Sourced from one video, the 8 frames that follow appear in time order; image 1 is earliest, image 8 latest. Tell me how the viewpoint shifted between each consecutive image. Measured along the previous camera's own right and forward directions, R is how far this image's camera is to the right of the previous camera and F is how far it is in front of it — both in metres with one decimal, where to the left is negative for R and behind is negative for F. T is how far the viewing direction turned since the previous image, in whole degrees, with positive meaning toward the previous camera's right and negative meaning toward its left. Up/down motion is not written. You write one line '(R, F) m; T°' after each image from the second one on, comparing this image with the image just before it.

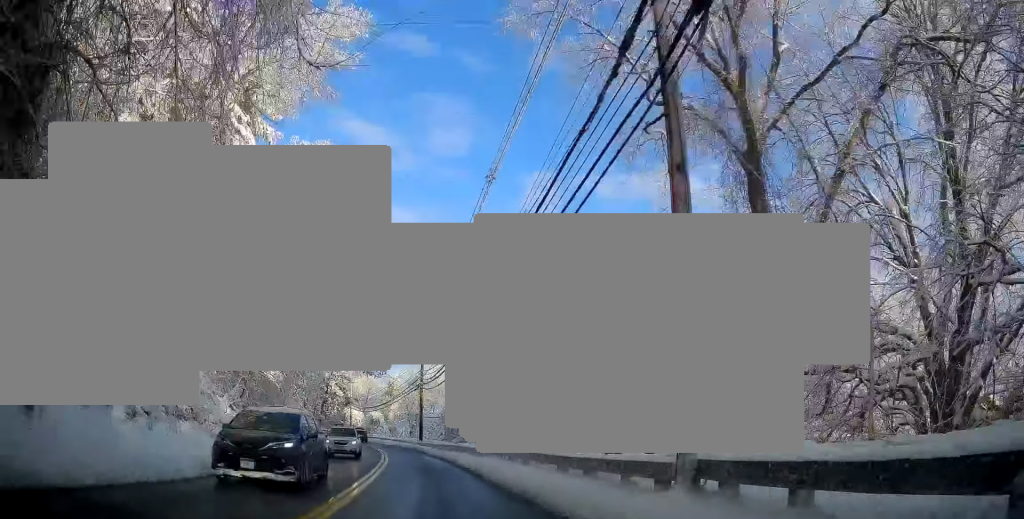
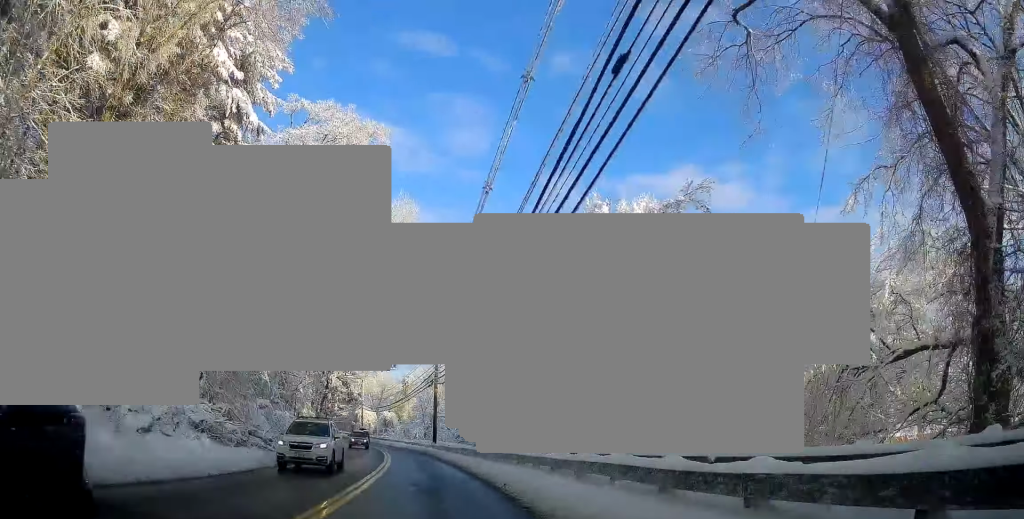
(+0.3, +6.5) m; -3°
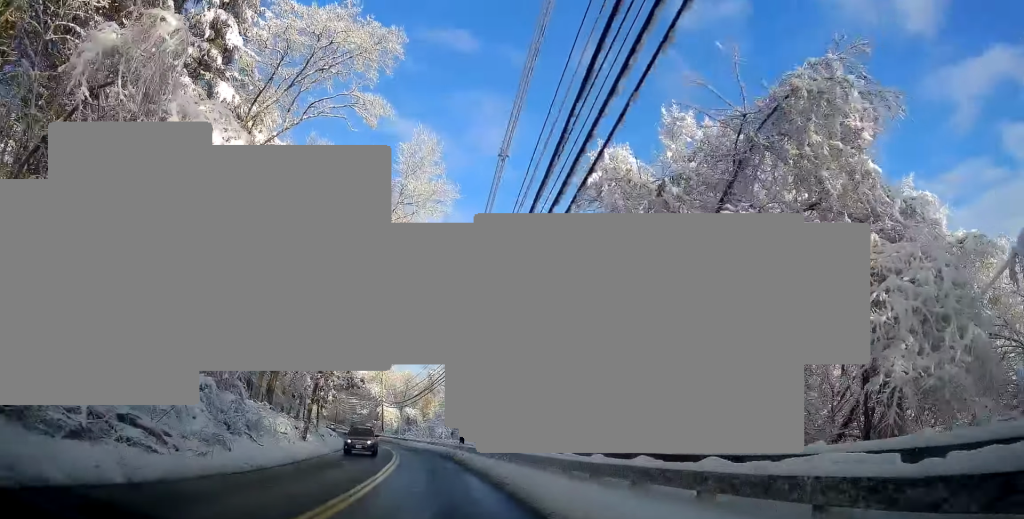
(-0.9, +10.8) m; -5°
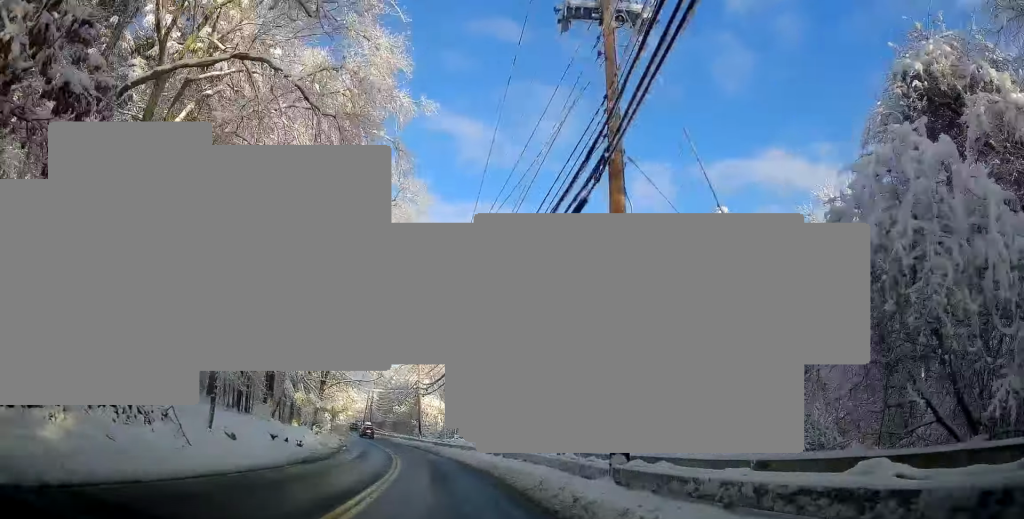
(-2.5, +29.9) m; -11°
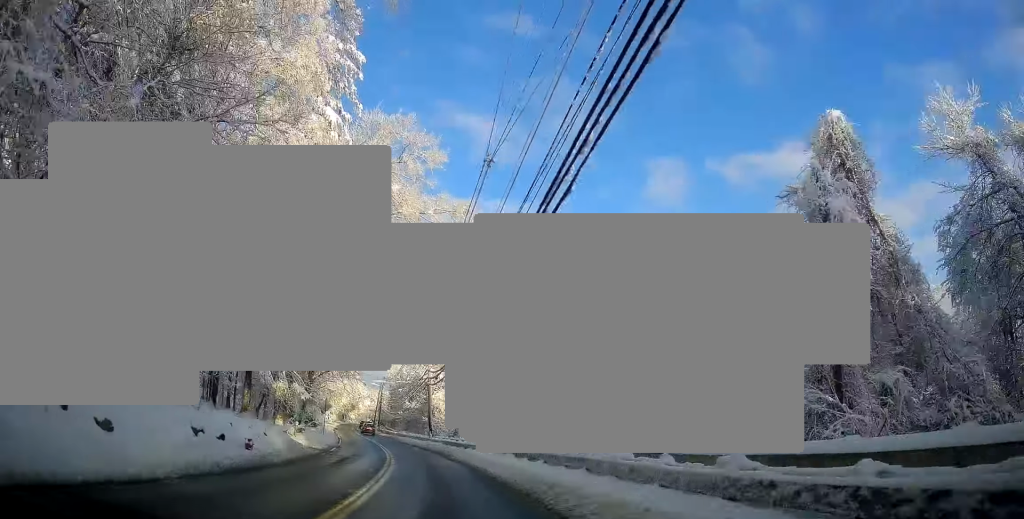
(-0.4, +9.0) m; -2°
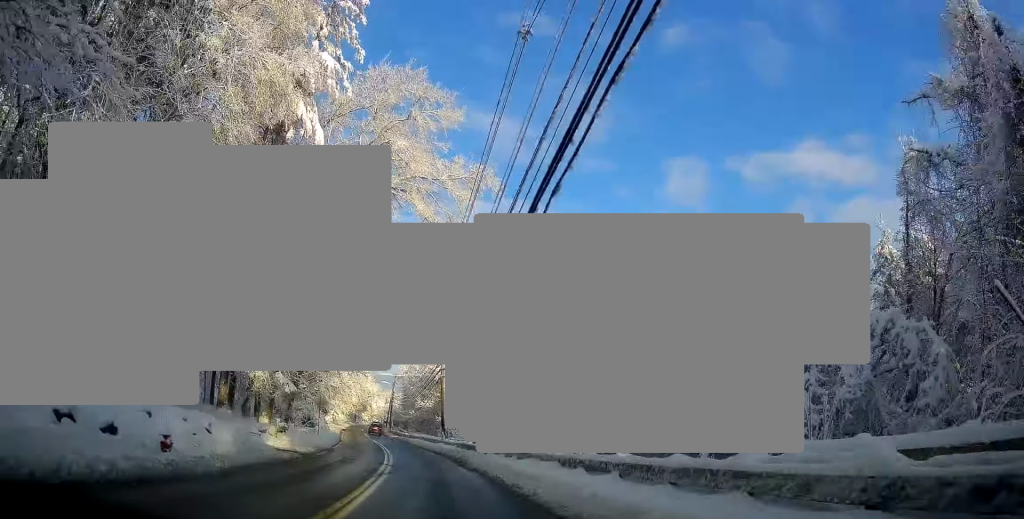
(-0.4, +7.1) m; -1°
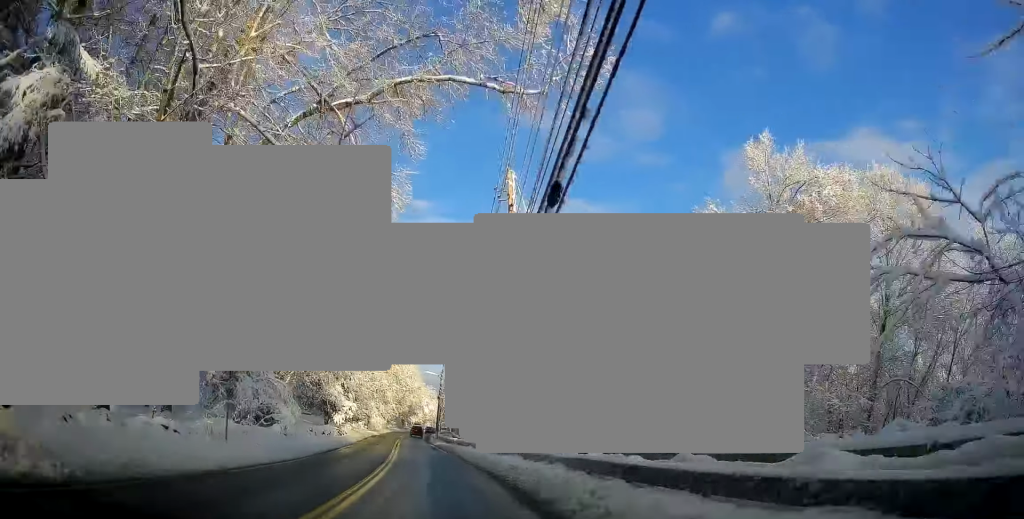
(-0.2, +24.1) m; -4°
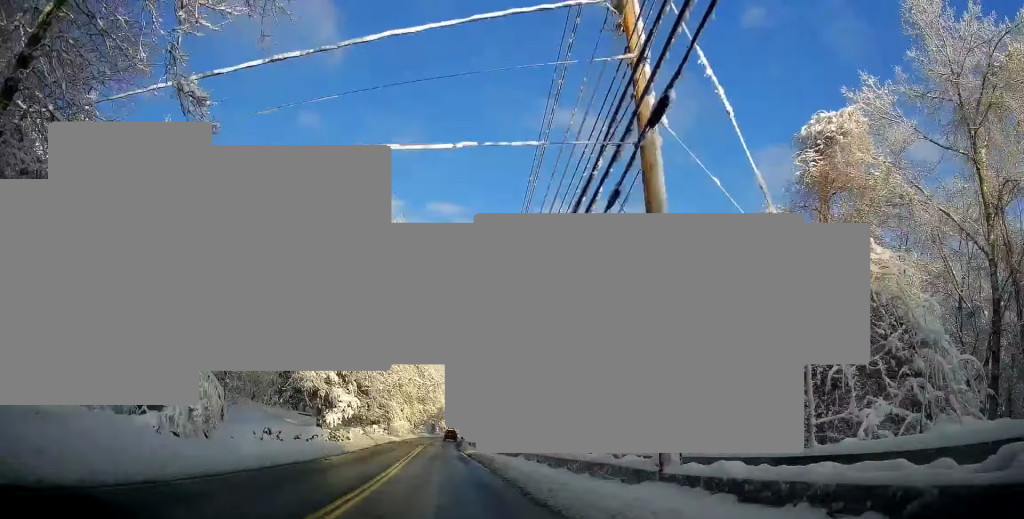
(-0.6, +14.0) m; -2°
